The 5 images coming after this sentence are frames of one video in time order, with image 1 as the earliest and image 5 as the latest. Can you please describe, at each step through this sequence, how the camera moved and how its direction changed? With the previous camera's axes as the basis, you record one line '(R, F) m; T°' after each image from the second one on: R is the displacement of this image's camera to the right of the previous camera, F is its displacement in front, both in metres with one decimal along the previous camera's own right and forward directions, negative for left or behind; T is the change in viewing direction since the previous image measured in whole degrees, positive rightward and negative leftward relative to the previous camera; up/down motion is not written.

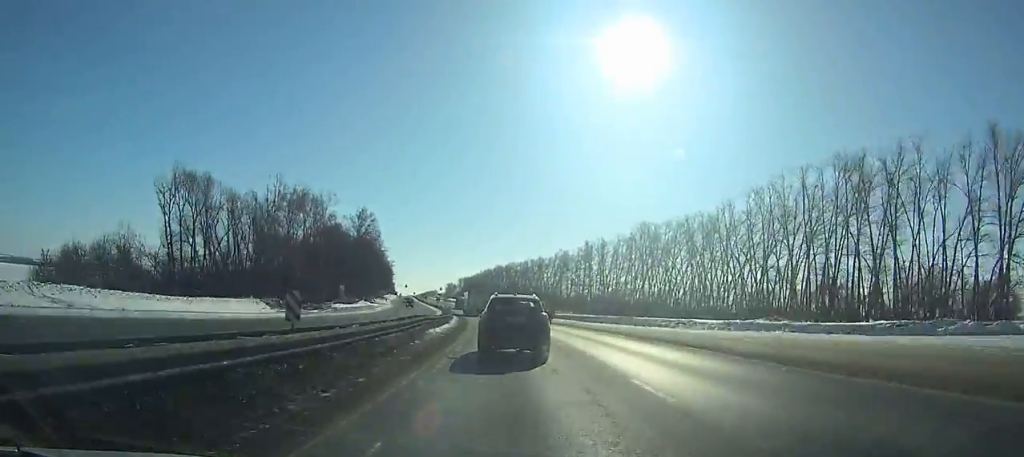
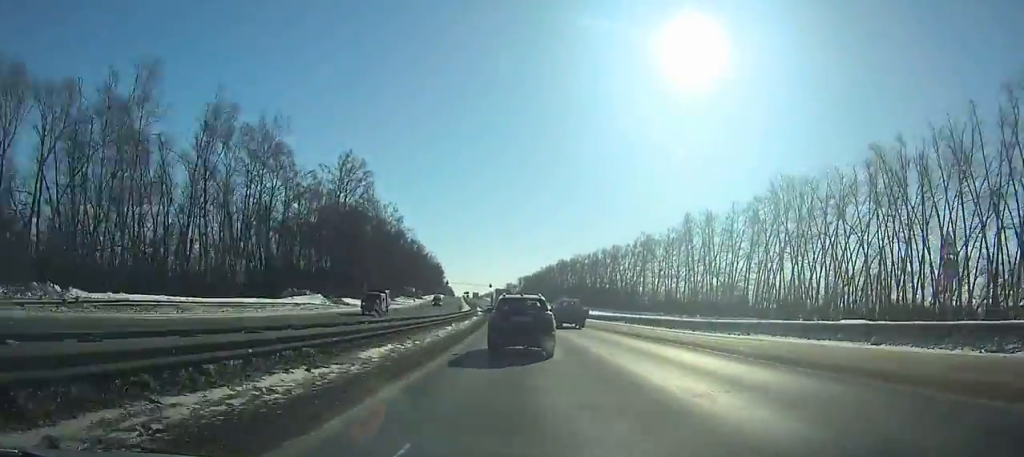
(-2.1, +57.3) m; -6°
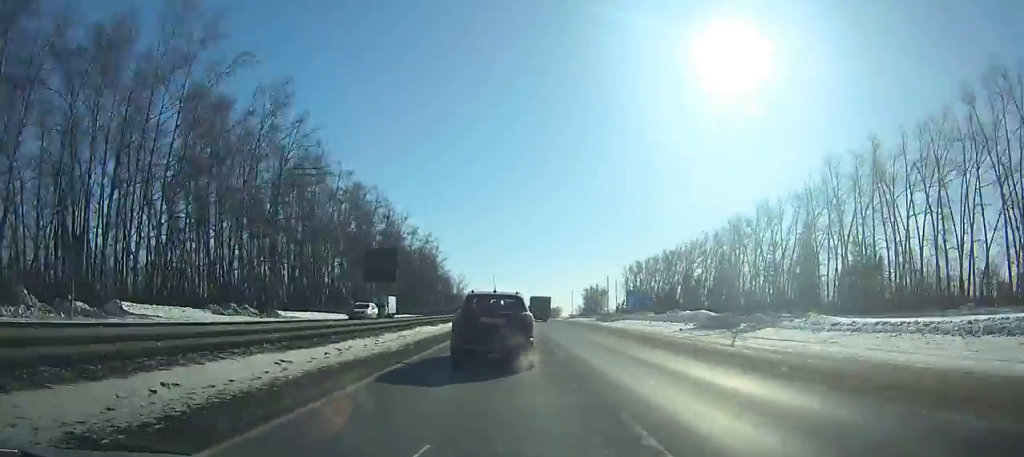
(-39.0, +331.3) m; -7°
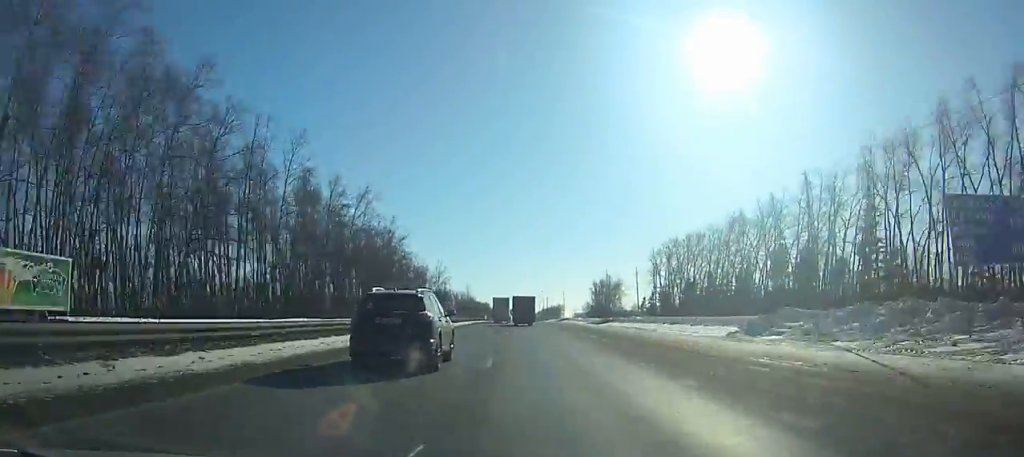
(+0.6, +63.6) m; 0°
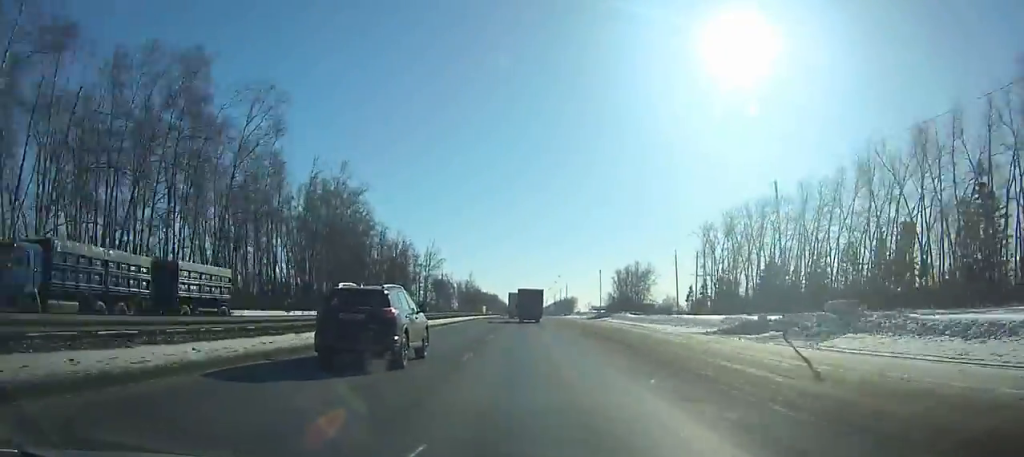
(+0.1, +46.1) m; 0°
